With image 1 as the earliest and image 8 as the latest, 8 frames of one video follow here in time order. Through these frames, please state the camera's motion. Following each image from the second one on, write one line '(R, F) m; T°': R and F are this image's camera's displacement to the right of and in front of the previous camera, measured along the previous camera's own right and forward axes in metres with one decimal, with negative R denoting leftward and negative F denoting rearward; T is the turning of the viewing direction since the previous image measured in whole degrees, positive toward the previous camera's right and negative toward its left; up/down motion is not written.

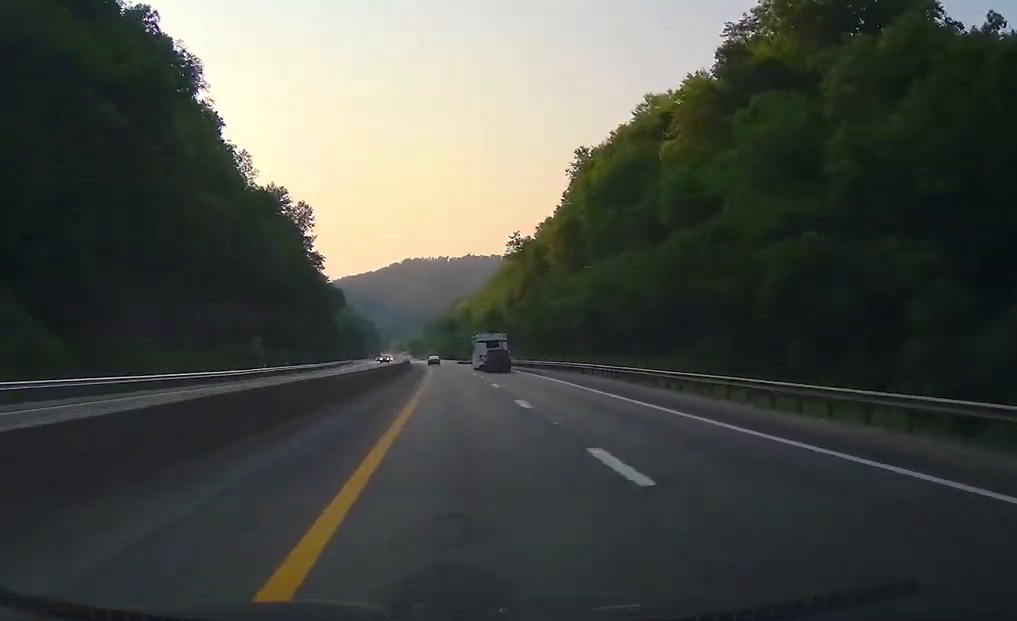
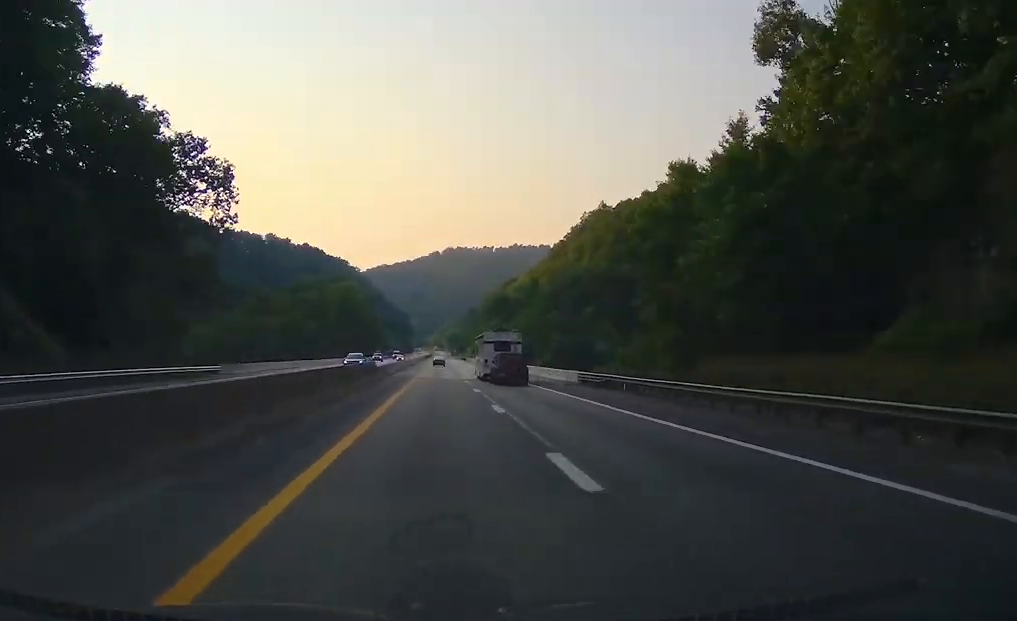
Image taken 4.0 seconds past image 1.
(+0.4, +131.7) m; 0°
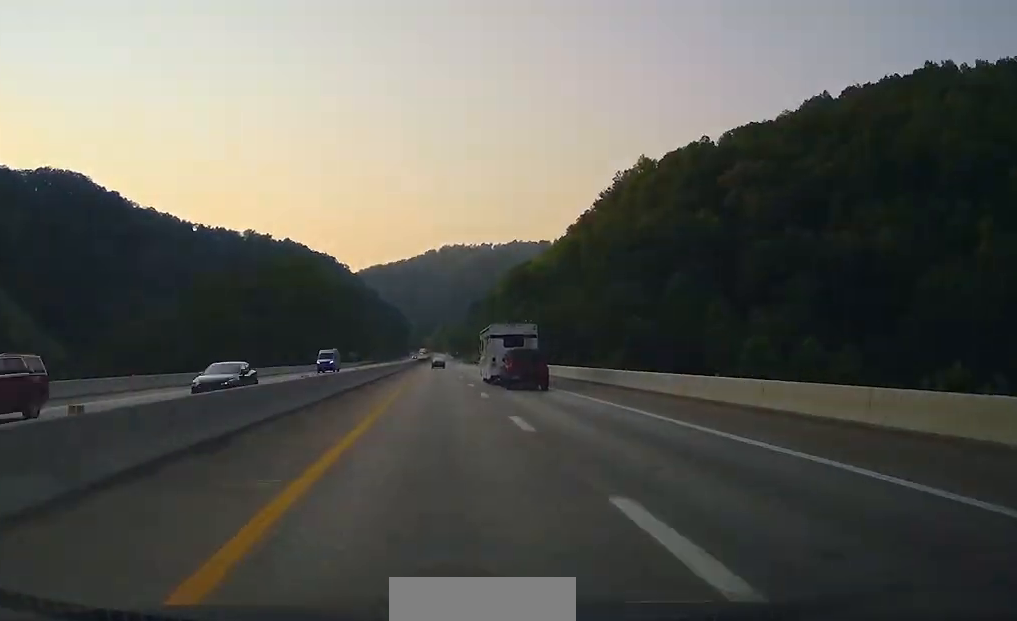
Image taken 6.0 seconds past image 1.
(-0.4, +66.1) m; -1°
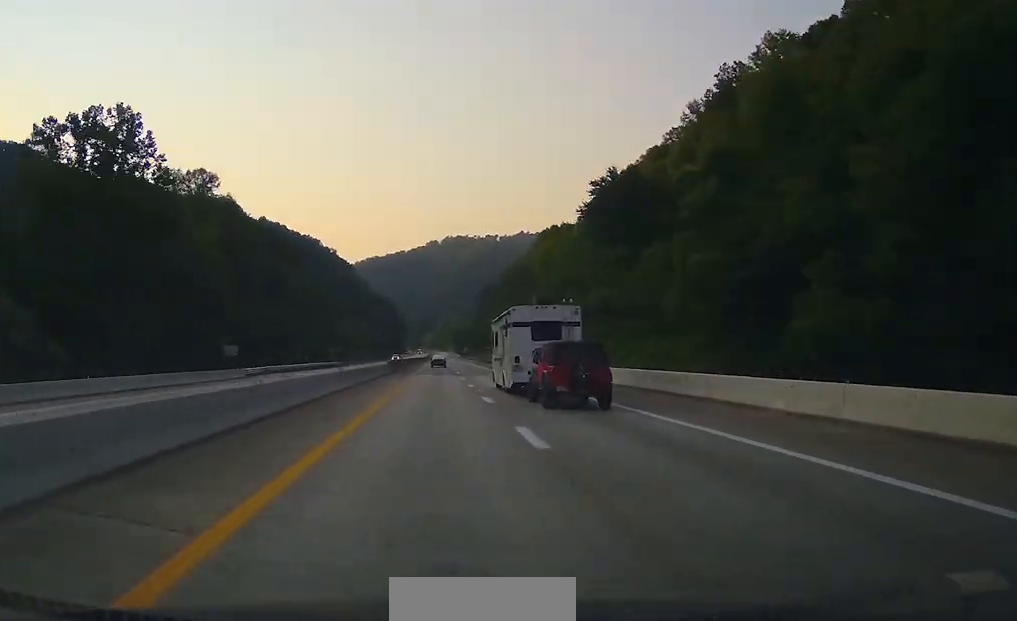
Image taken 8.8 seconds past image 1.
(-0.1, +92.0) m; -1°
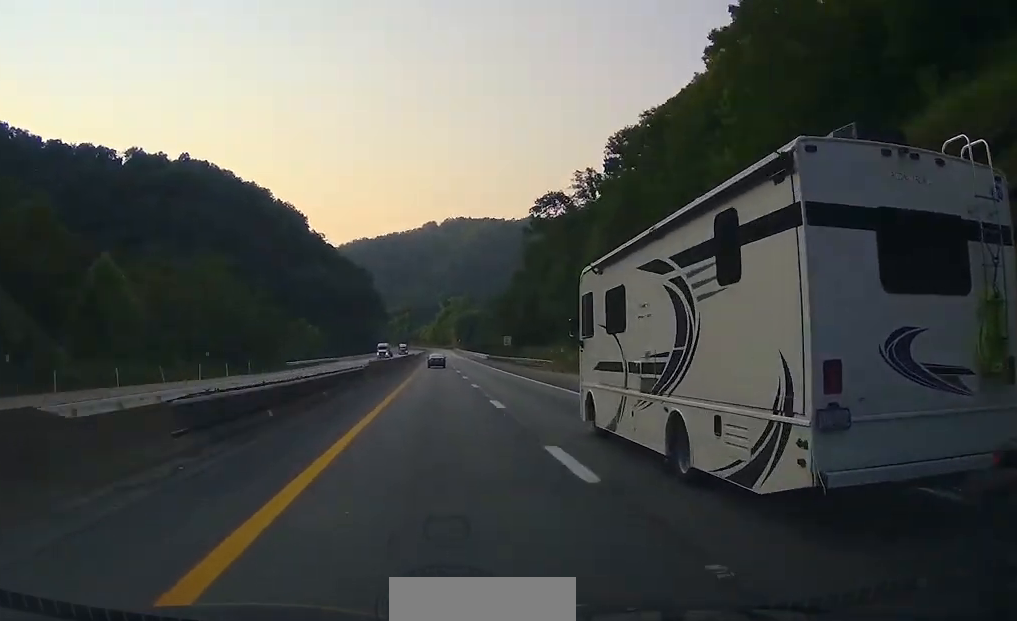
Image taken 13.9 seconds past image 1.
(-2.3, +161.1) m; -1°
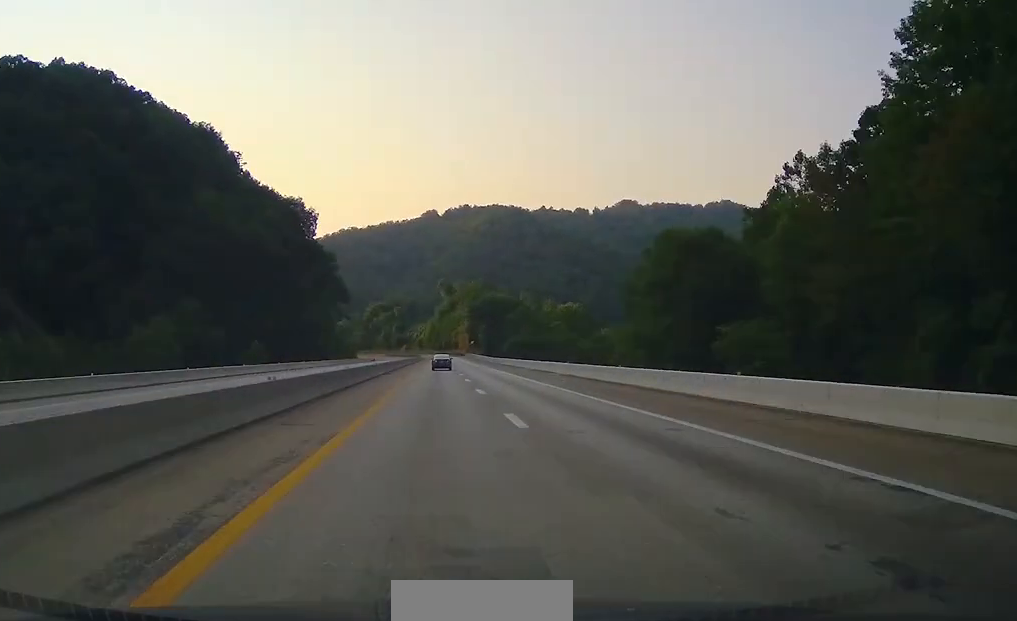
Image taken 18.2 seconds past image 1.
(+0.4, +127.8) m; 0°
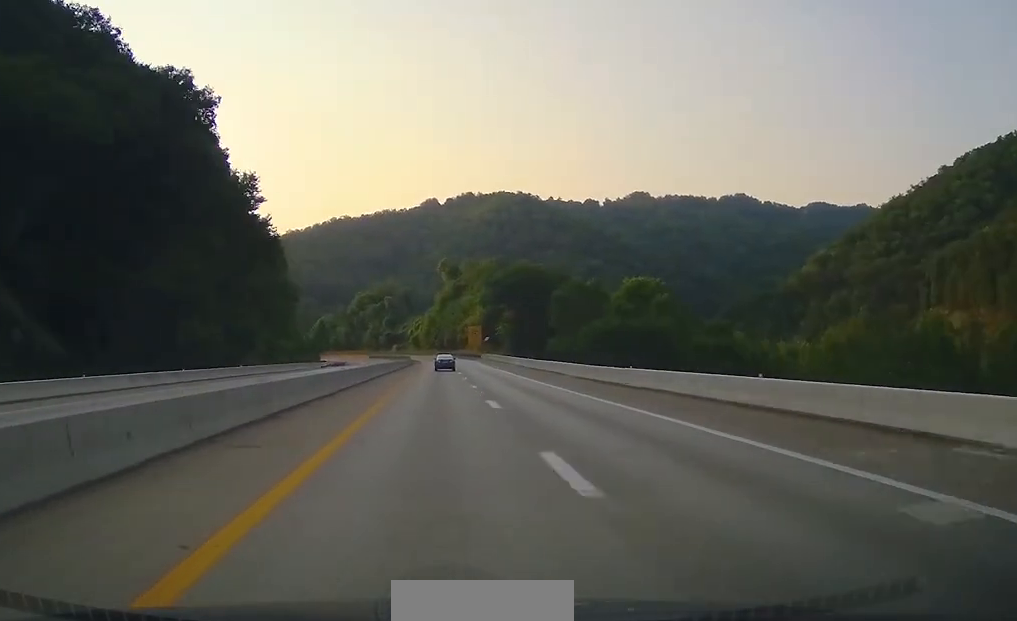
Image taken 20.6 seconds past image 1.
(+0.3, +67.8) m; -1°
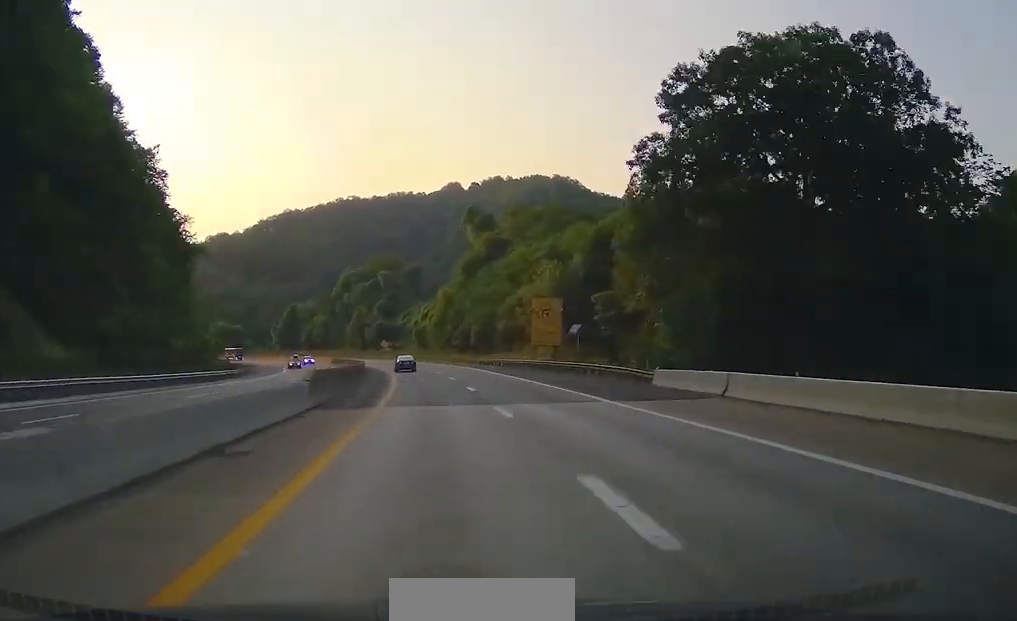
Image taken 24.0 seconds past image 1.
(-1.2, +89.2) m; -2°
